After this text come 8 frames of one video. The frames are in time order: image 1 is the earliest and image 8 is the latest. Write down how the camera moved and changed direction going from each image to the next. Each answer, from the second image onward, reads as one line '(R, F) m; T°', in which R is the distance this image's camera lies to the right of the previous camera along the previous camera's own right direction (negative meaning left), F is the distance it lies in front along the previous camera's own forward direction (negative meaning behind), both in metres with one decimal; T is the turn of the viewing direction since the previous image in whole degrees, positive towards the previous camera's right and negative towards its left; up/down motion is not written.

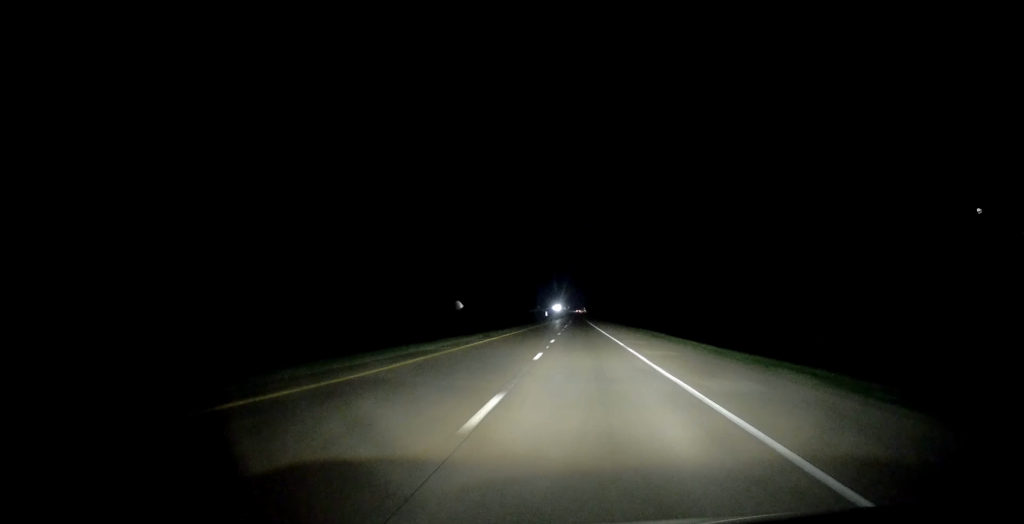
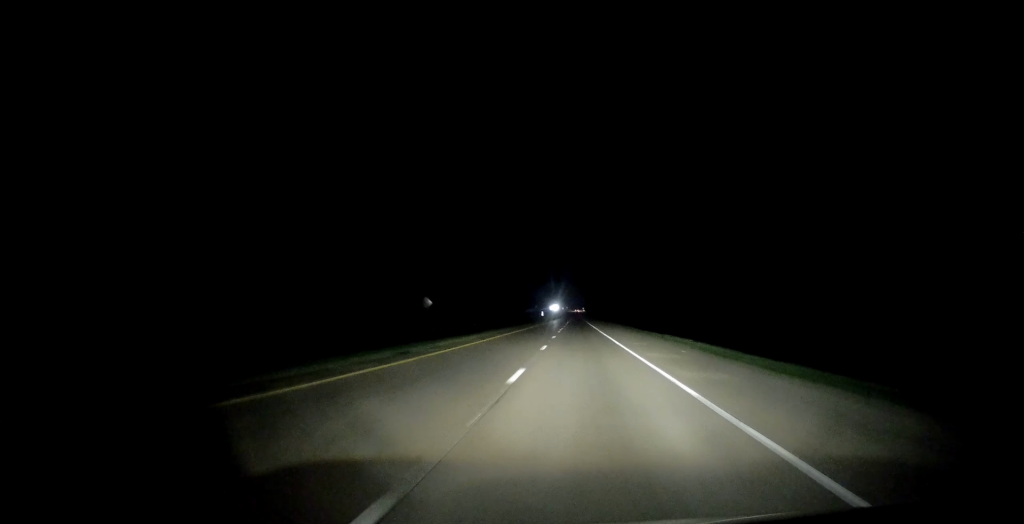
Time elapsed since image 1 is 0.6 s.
(-0.1, +18.8) m; -1°
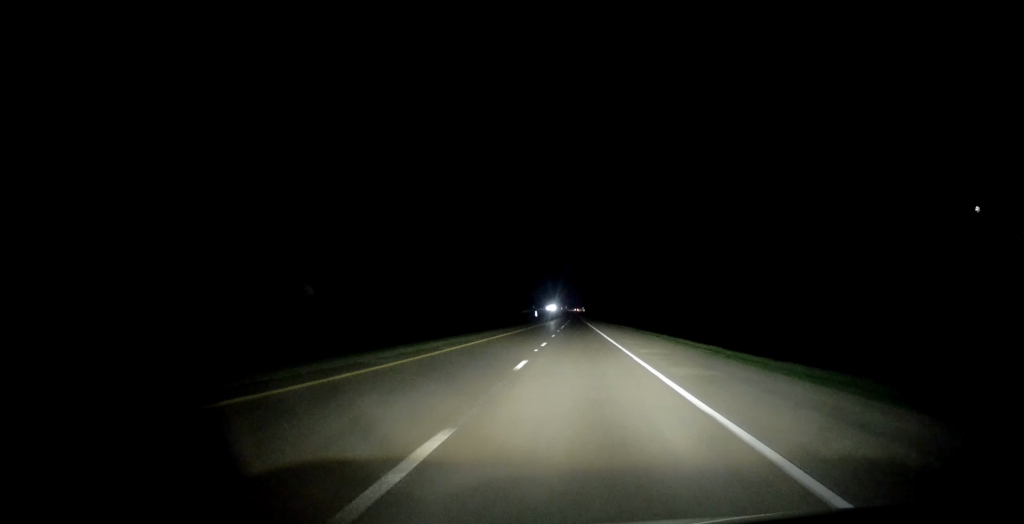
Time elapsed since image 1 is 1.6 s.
(-0.3, +34.2) m; 0°
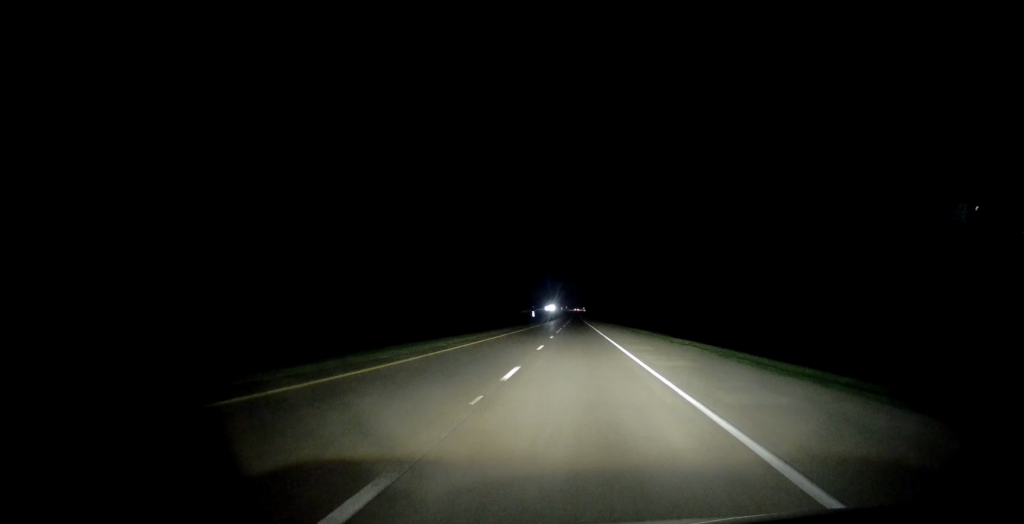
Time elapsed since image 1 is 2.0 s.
(0.0, +14.3) m; 0°
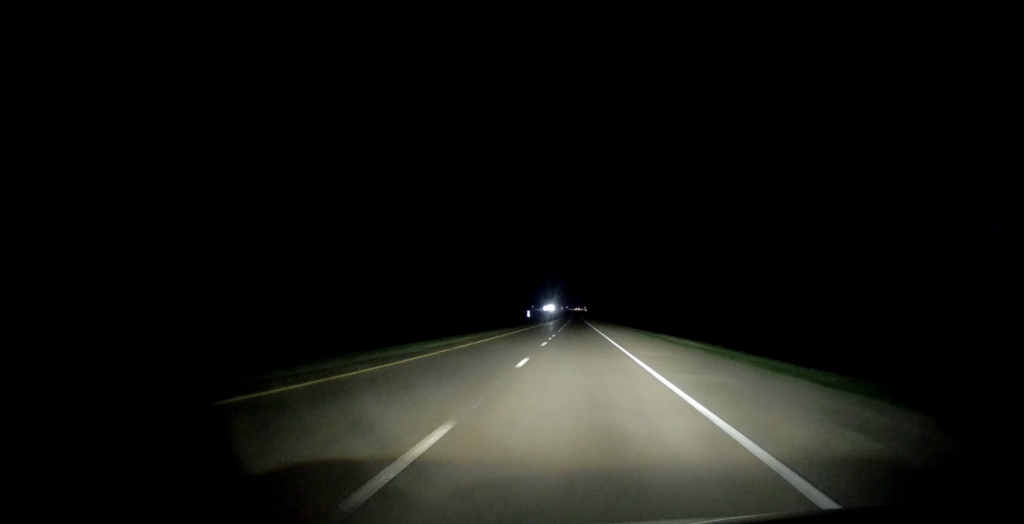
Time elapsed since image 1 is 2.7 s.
(+0.1, +21.0) m; 0°
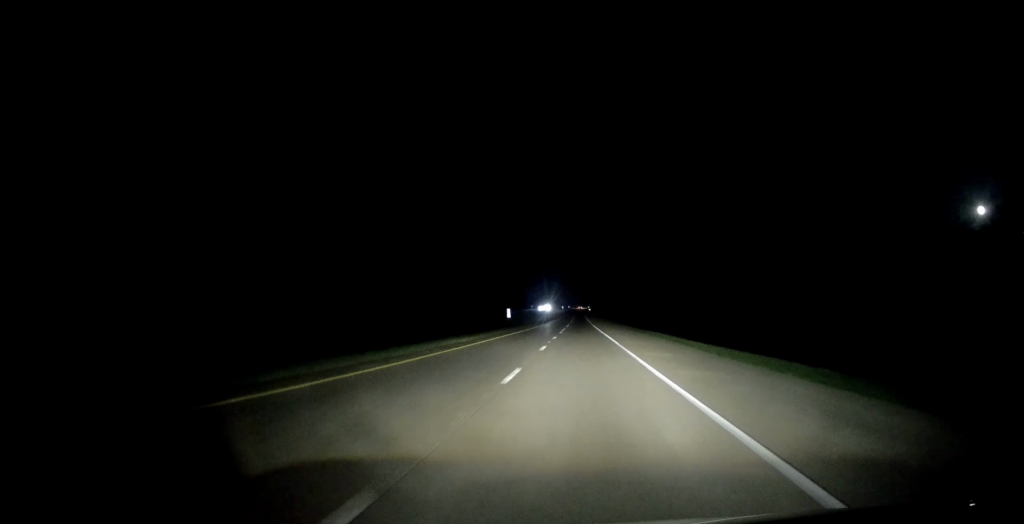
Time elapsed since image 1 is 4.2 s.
(-0.1, +52.0) m; 0°
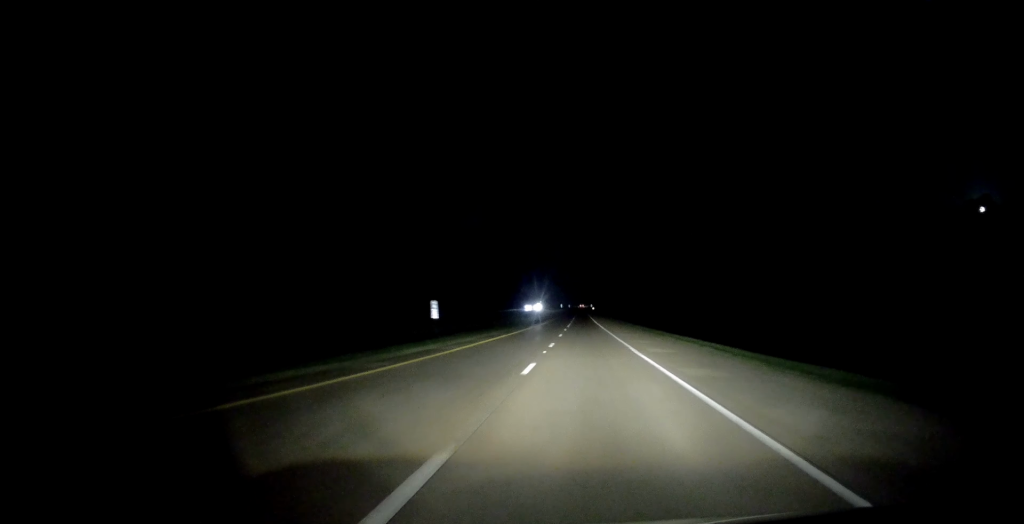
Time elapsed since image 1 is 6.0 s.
(+0.3, +58.5) m; 0°
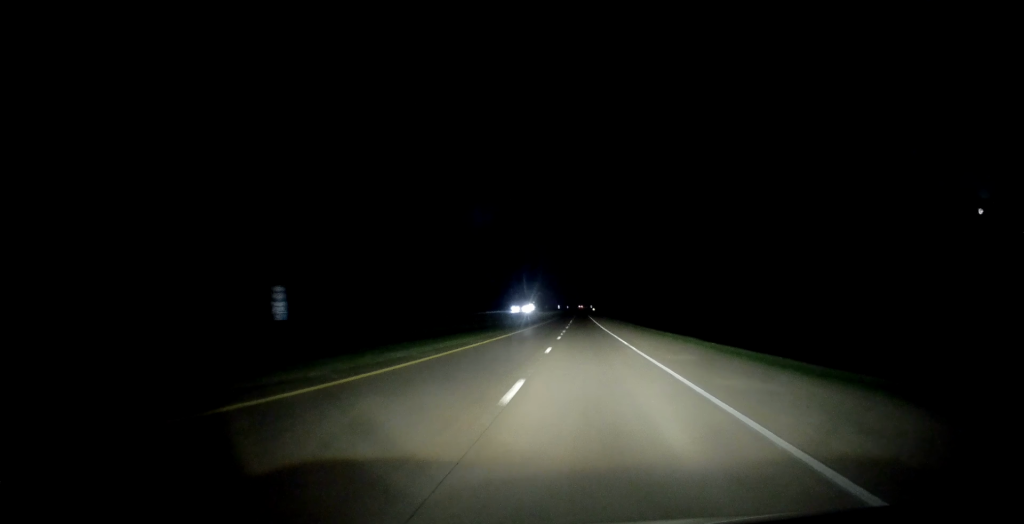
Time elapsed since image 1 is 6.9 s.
(-0.1, +28.8) m; 0°
